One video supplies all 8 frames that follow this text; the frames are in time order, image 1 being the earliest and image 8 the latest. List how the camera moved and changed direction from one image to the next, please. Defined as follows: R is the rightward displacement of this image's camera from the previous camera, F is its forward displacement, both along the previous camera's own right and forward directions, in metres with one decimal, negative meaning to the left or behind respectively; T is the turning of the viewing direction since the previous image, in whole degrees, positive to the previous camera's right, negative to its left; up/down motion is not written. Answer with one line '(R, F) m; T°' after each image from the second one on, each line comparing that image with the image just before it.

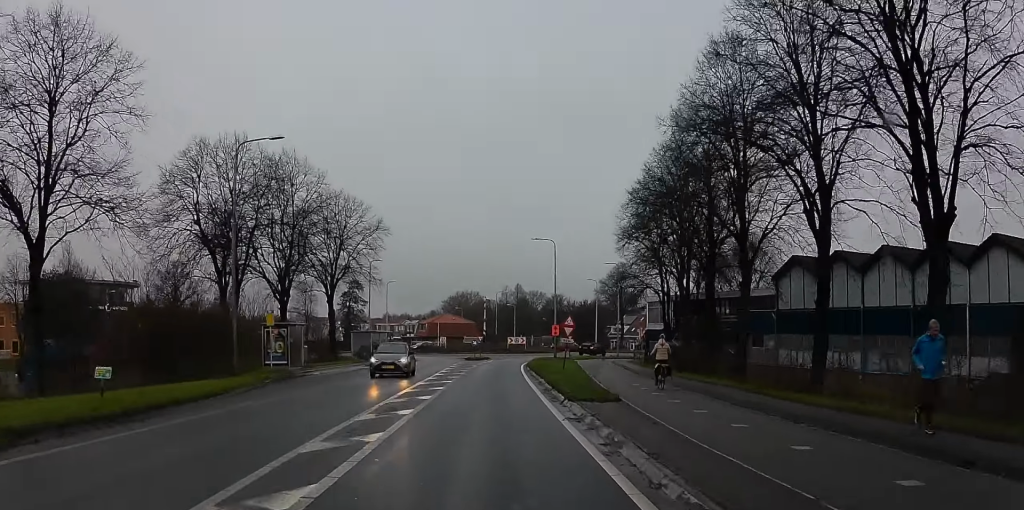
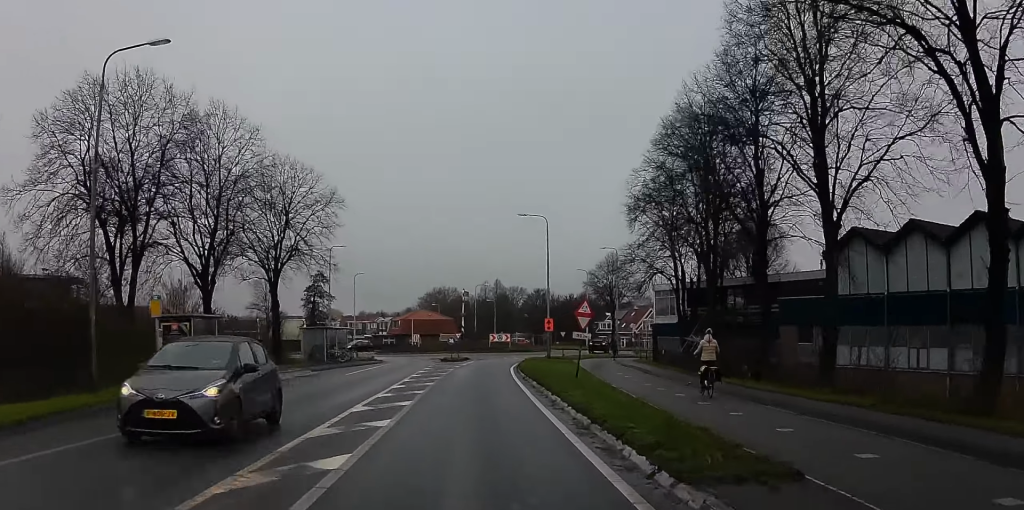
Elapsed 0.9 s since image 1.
(0.0, +10.9) m; 0°
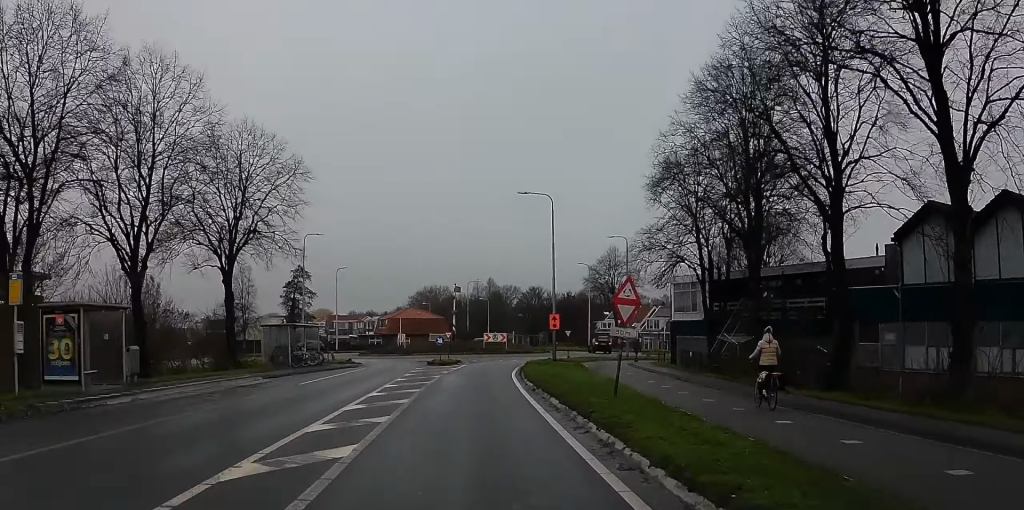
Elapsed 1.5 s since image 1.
(0.0, +7.7) m; 0°
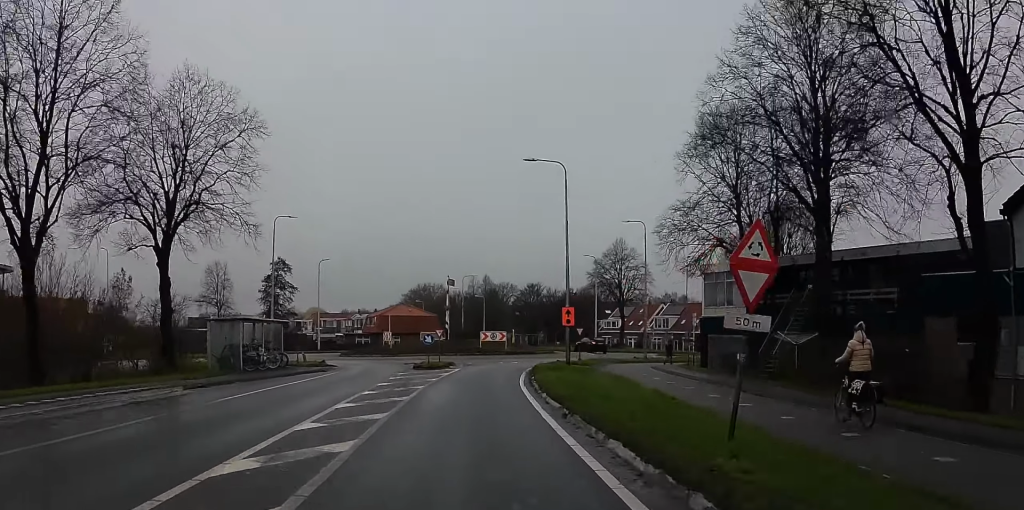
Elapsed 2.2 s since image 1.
(0.0, +7.5) m; +4°
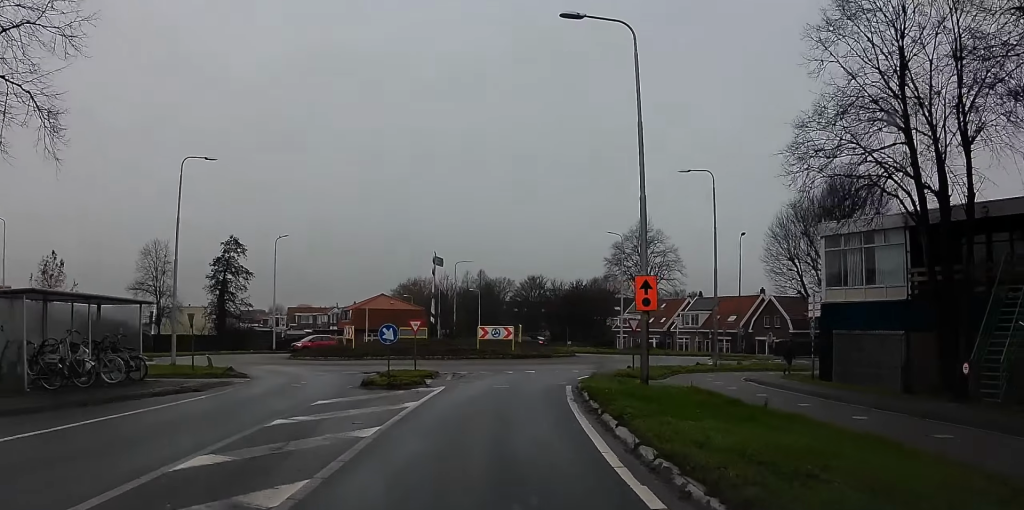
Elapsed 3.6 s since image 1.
(+1.7, +16.1) m; +6°
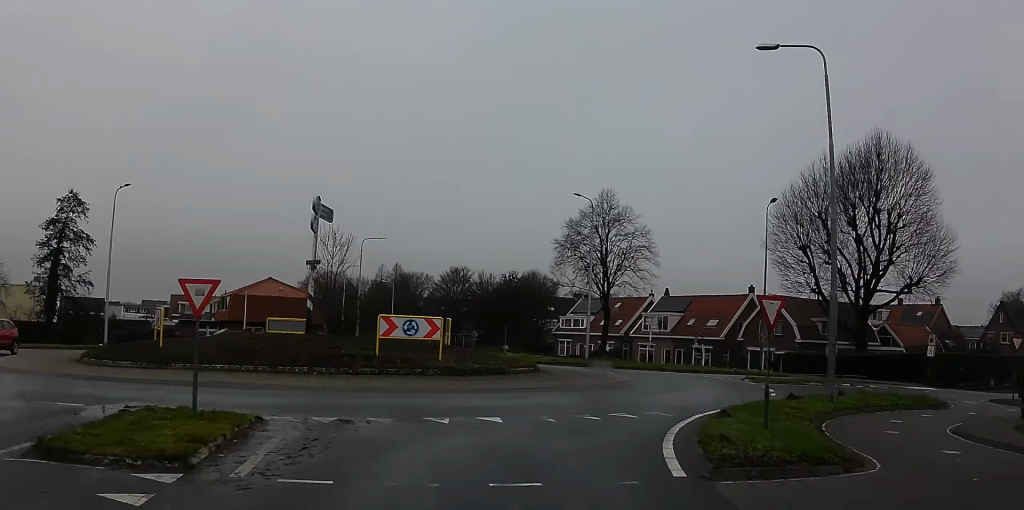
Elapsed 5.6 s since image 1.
(+0.3, +17.9) m; +10°
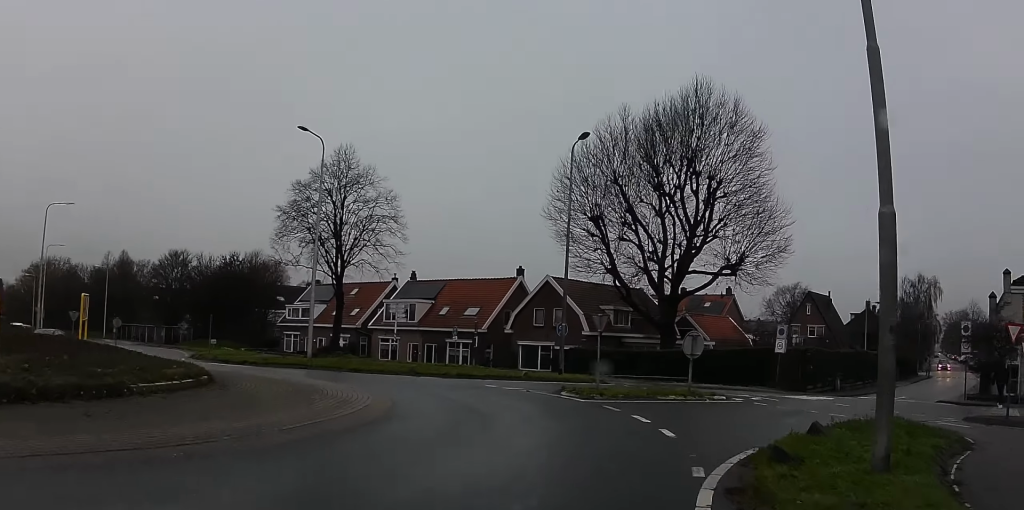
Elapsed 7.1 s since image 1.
(+1.3, +12.2) m; +15°
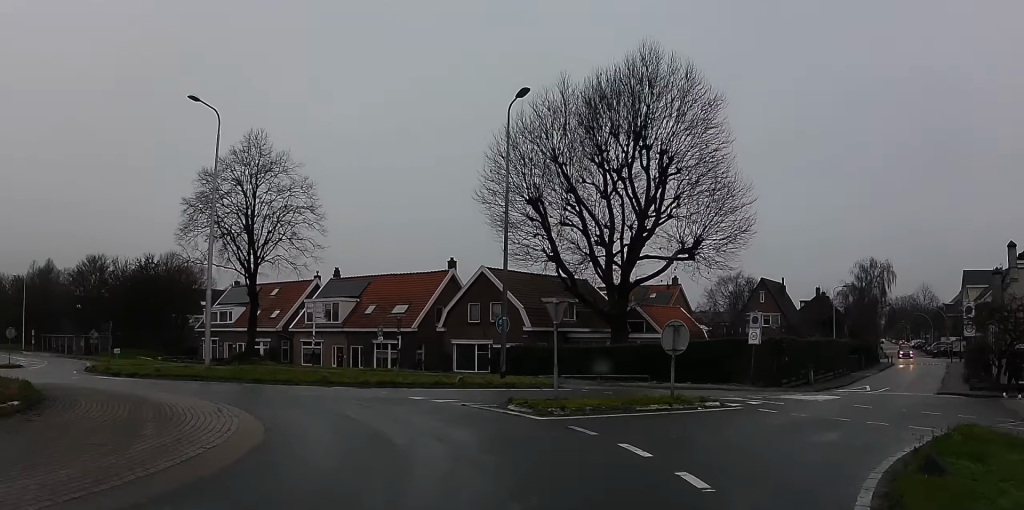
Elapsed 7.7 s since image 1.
(+0.2, +4.6) m; +5°
